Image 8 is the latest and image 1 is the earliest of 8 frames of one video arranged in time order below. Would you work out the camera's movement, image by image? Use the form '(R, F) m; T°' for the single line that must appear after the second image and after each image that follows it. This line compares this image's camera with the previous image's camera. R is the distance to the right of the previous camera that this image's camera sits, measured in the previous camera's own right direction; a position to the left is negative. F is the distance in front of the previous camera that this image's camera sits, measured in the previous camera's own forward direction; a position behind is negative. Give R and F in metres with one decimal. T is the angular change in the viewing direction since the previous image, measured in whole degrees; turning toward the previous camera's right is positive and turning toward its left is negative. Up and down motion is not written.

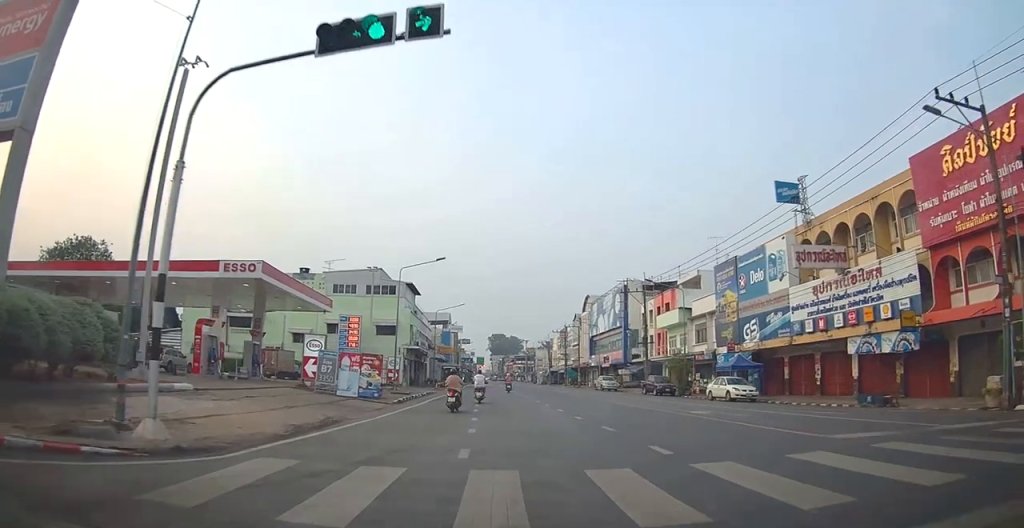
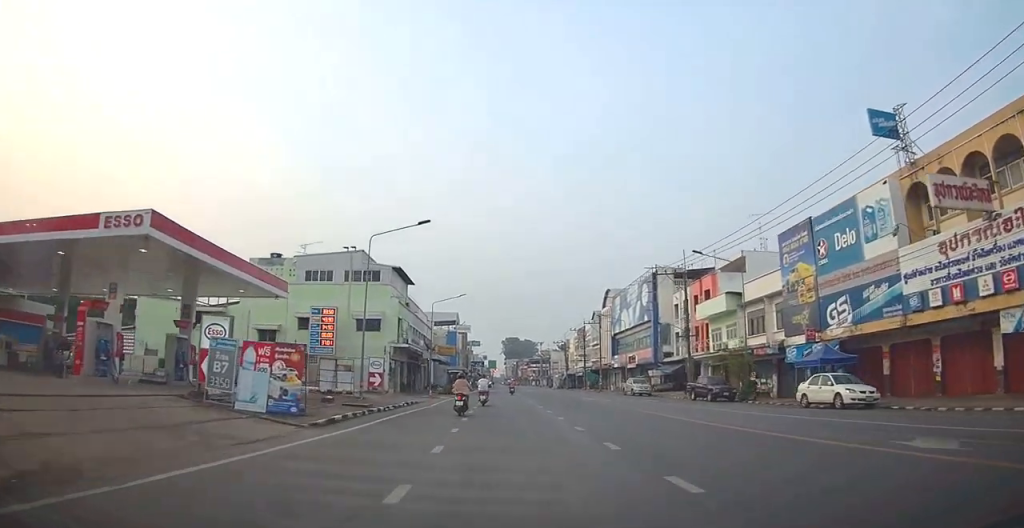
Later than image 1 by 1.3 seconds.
(-0.6, +10.7) m; -6°
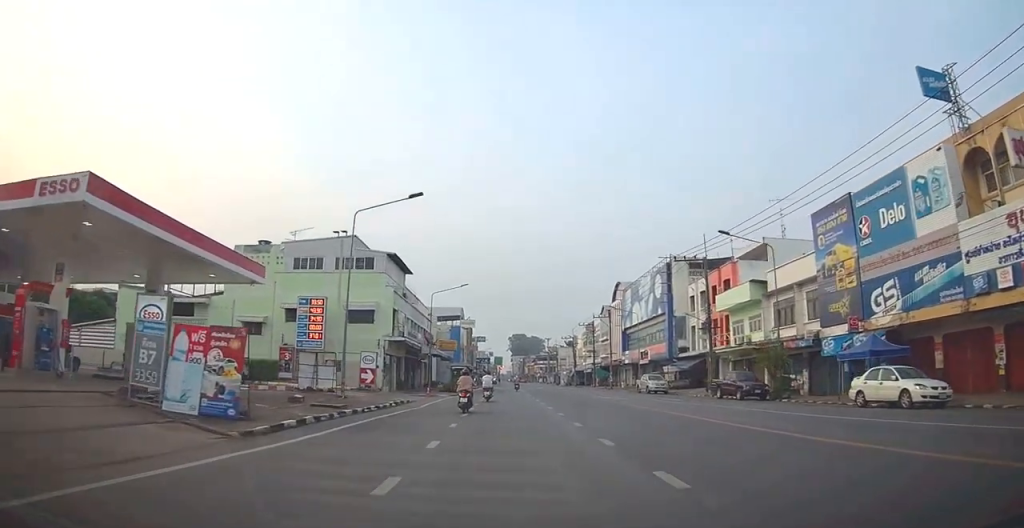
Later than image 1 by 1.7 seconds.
(-0.2, +3.9) m; -2°
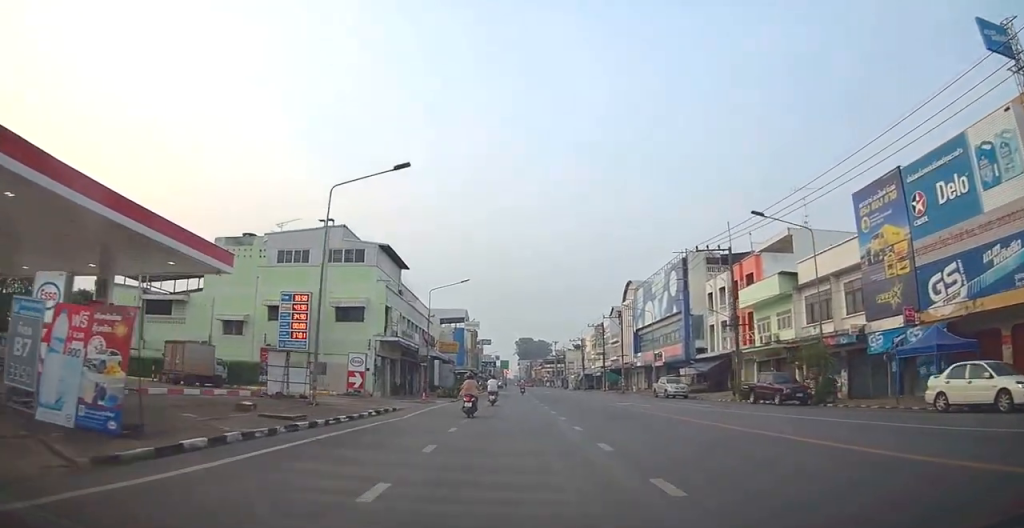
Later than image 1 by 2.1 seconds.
(0.0, +4.4) m; 0°
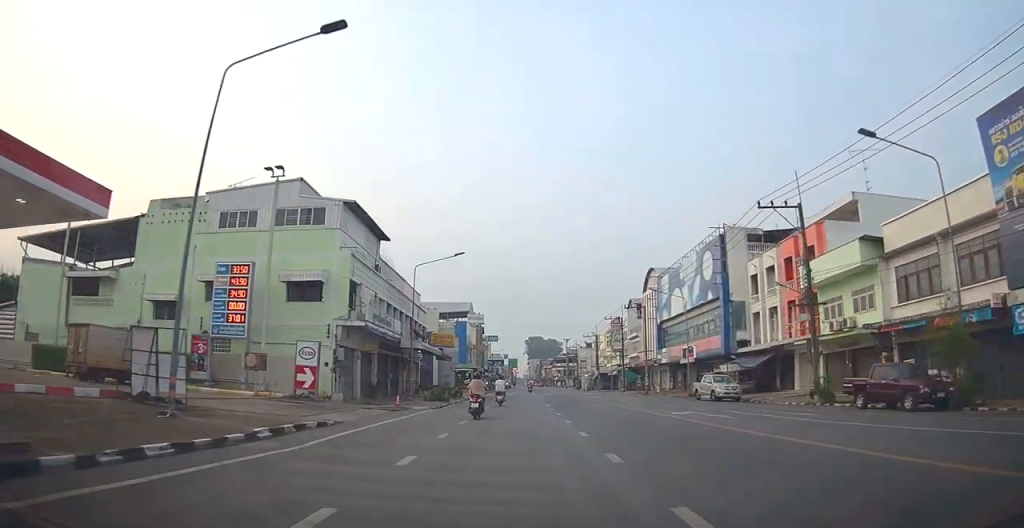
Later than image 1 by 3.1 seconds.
(0.0, +9.9) m; 0°
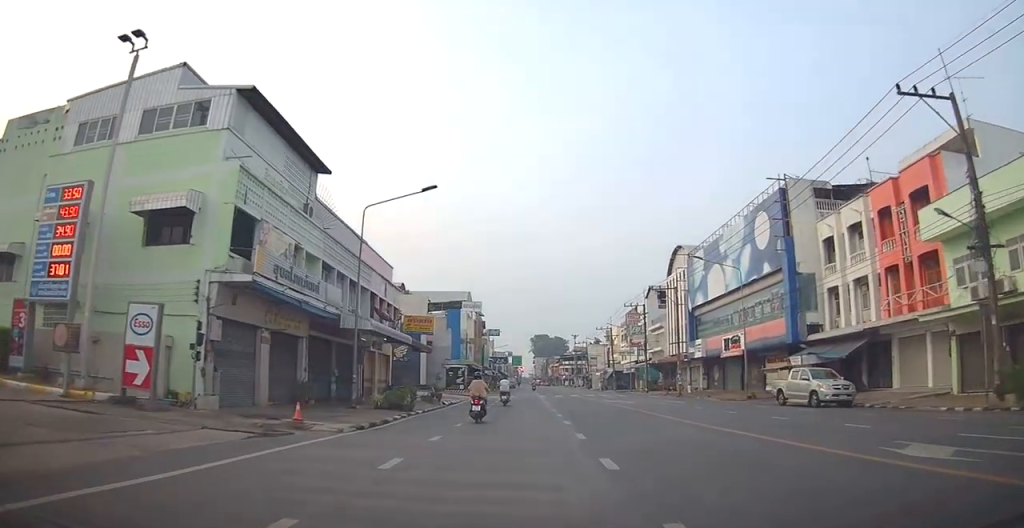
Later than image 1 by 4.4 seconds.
(0.0, +13.1) m; -3°
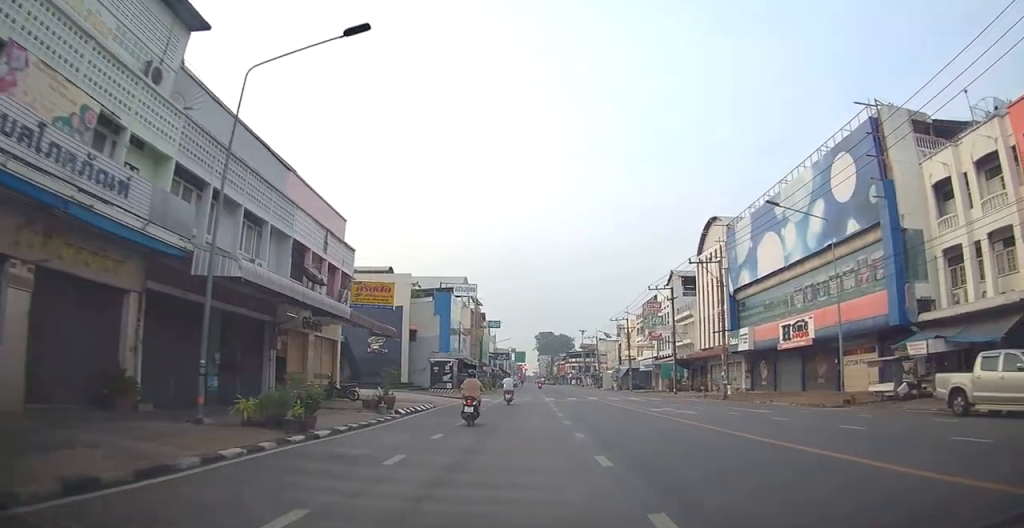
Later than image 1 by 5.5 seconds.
(-0.7, +12.0) m; -2°
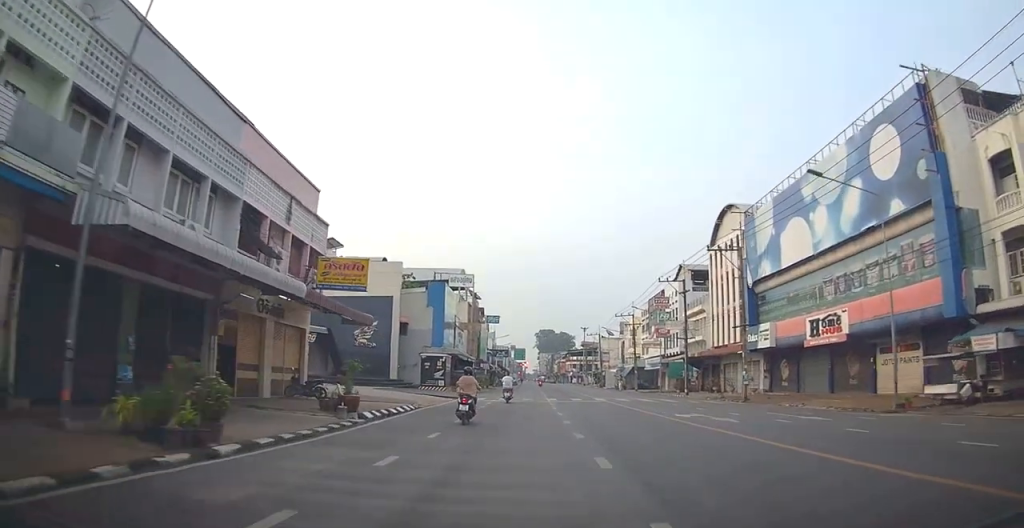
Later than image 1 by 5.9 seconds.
(0.0, +4.3) m; +1°
